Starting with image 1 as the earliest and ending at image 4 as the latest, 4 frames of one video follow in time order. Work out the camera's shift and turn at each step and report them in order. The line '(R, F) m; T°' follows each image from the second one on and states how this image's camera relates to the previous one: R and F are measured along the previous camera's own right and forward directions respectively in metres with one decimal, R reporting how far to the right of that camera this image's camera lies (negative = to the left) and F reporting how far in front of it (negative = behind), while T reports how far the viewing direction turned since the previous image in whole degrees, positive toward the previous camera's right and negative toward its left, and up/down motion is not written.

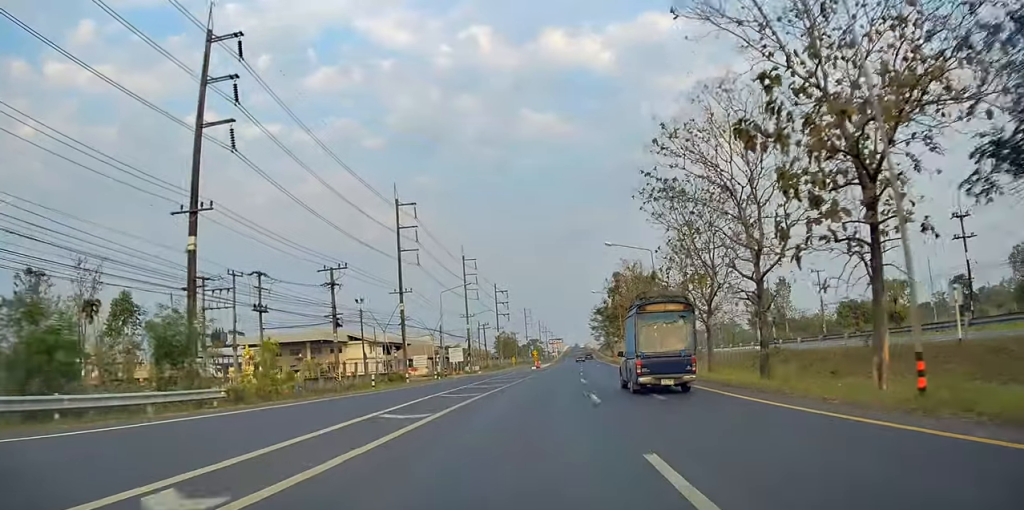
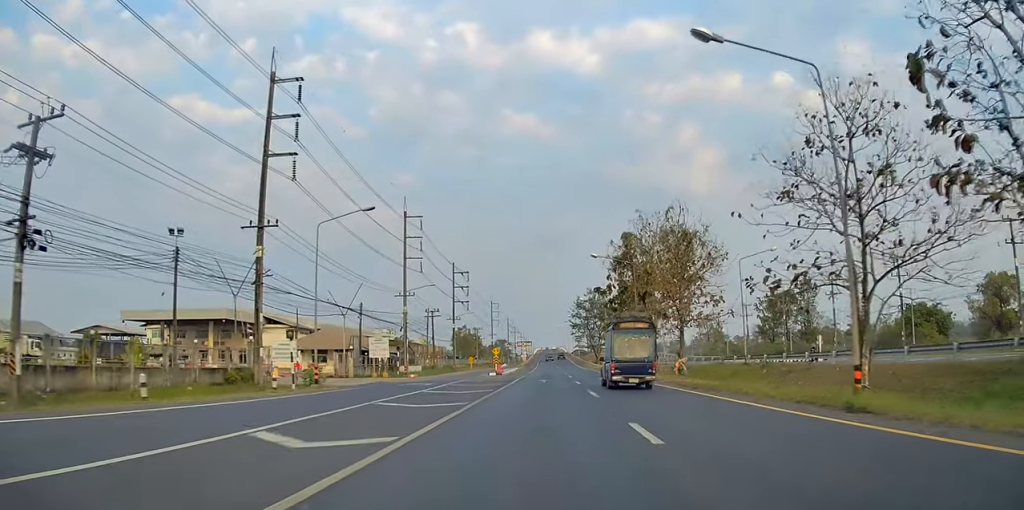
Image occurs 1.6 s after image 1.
(+1.5, +31.1) m; +4°
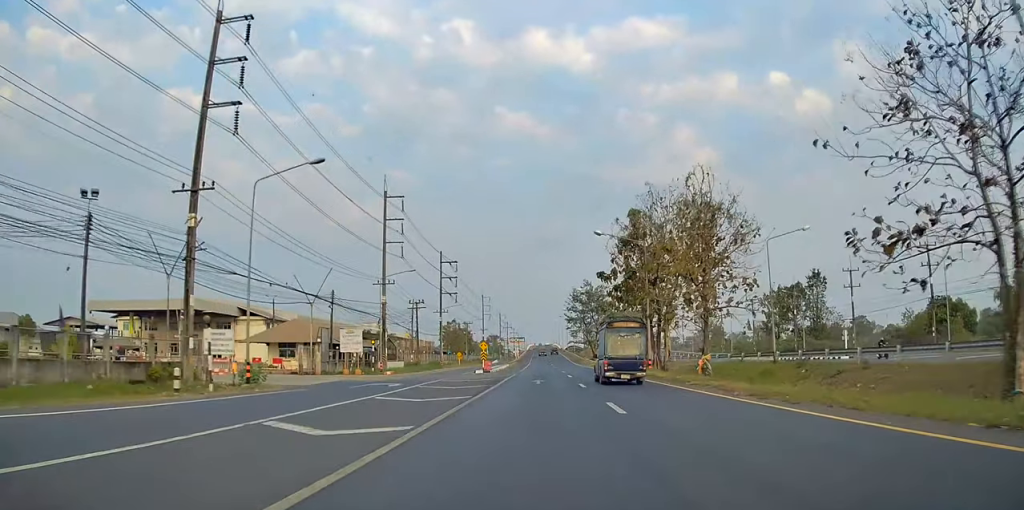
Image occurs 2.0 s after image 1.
(0.0, +7.7) m; 0°
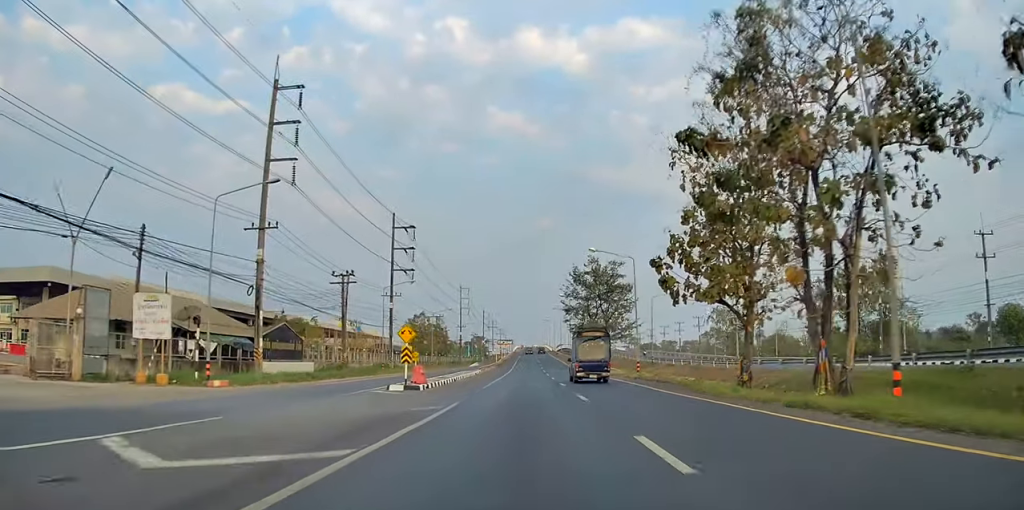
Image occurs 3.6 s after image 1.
(0.0, +30.9) m; +1°
